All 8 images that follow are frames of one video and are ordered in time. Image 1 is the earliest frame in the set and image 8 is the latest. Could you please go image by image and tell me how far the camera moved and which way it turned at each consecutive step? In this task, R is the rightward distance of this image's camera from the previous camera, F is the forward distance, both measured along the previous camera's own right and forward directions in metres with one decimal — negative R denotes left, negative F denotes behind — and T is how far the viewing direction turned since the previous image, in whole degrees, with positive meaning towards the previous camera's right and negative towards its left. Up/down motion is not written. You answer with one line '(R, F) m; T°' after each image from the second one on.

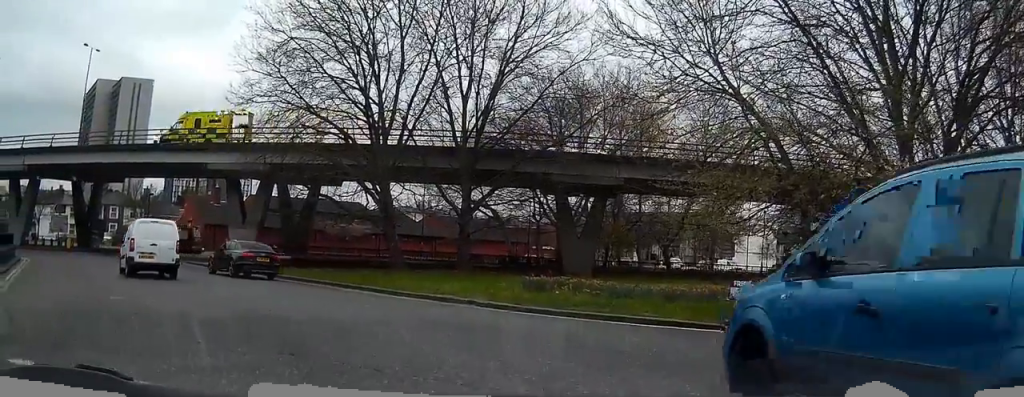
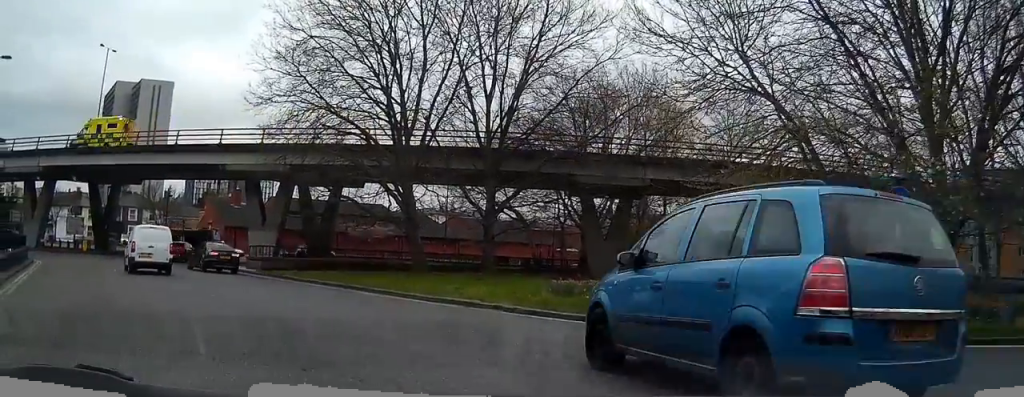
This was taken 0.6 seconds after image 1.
(0.0, +0.8) m; 0°
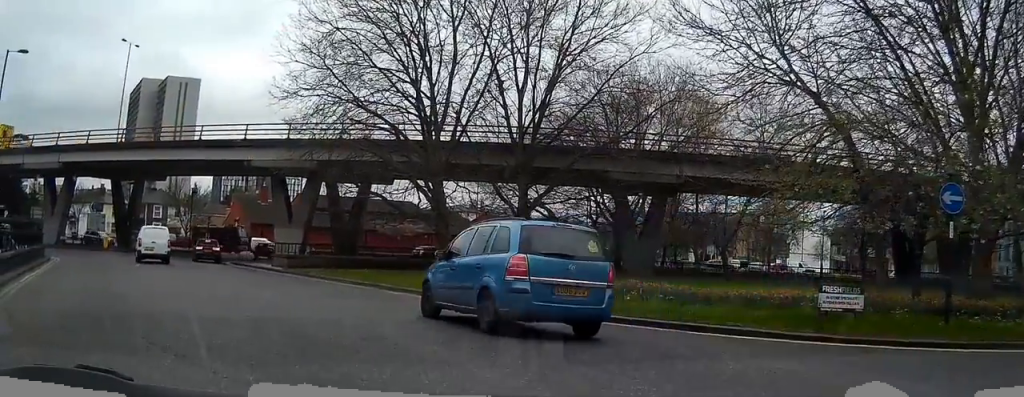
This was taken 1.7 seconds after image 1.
(+0.4, +1.1) m; 0°
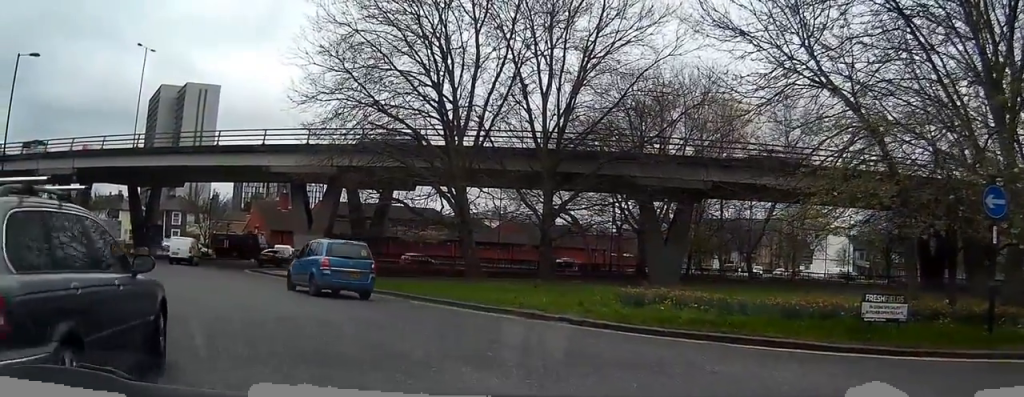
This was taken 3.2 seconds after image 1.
(+0.4, +1.5) m; -6°
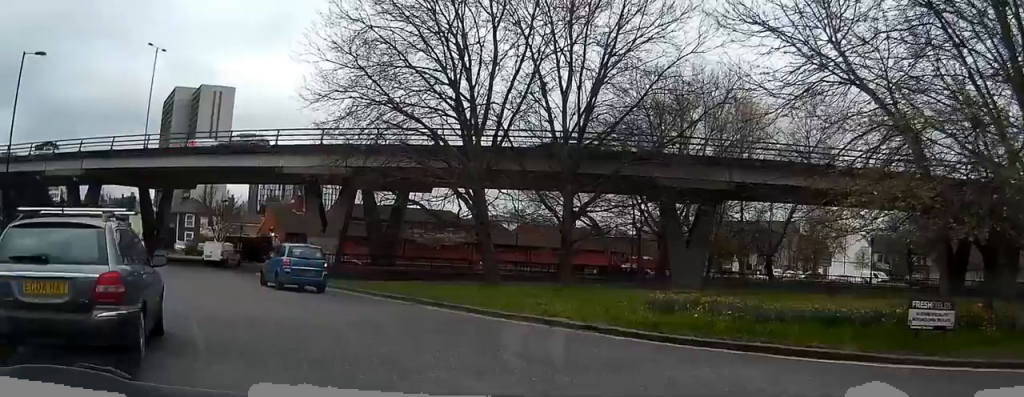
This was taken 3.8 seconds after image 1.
(0.0, +1.1) m; -7°
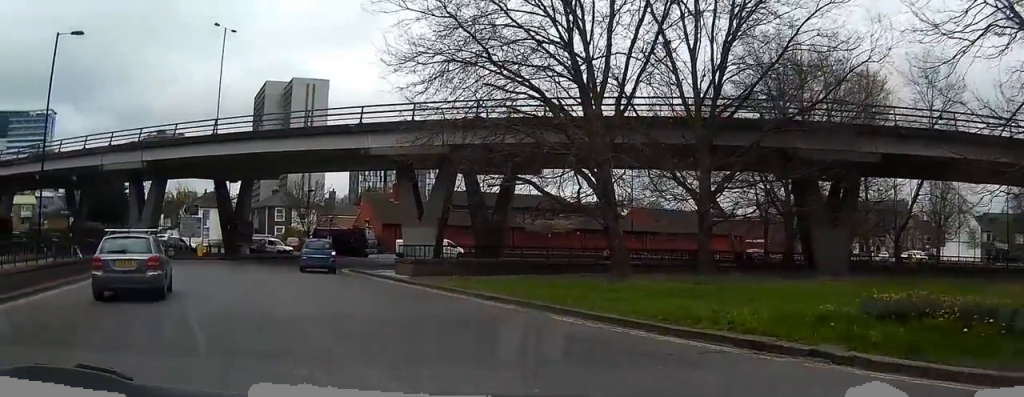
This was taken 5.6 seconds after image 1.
(-0.6, +5.1) m; -14°
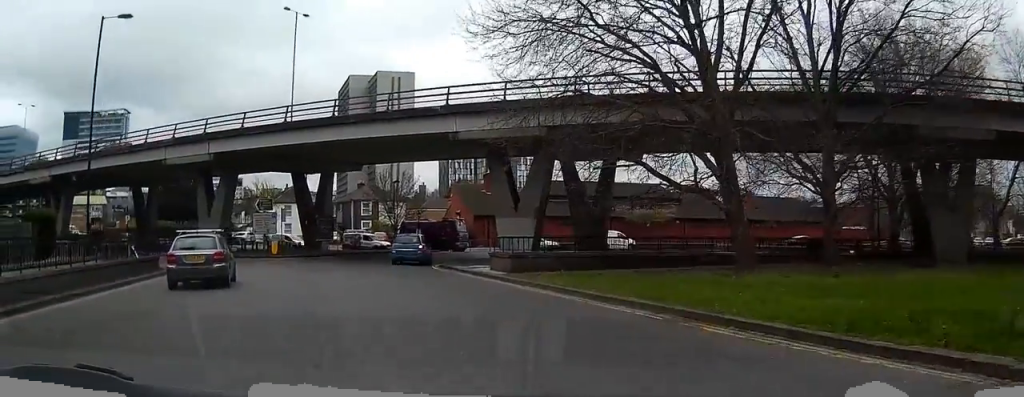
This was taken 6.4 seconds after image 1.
(-0.3, +3.4) m; -8°
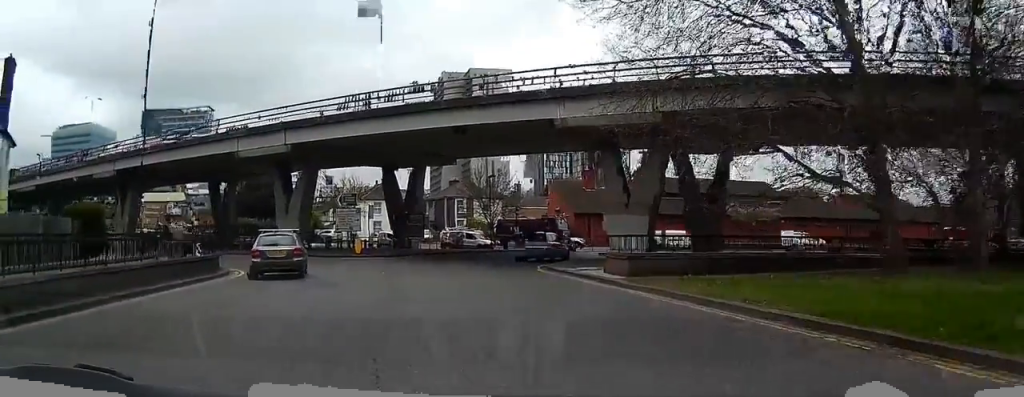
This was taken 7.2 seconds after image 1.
(-0.3, +4.1) m; -6°
